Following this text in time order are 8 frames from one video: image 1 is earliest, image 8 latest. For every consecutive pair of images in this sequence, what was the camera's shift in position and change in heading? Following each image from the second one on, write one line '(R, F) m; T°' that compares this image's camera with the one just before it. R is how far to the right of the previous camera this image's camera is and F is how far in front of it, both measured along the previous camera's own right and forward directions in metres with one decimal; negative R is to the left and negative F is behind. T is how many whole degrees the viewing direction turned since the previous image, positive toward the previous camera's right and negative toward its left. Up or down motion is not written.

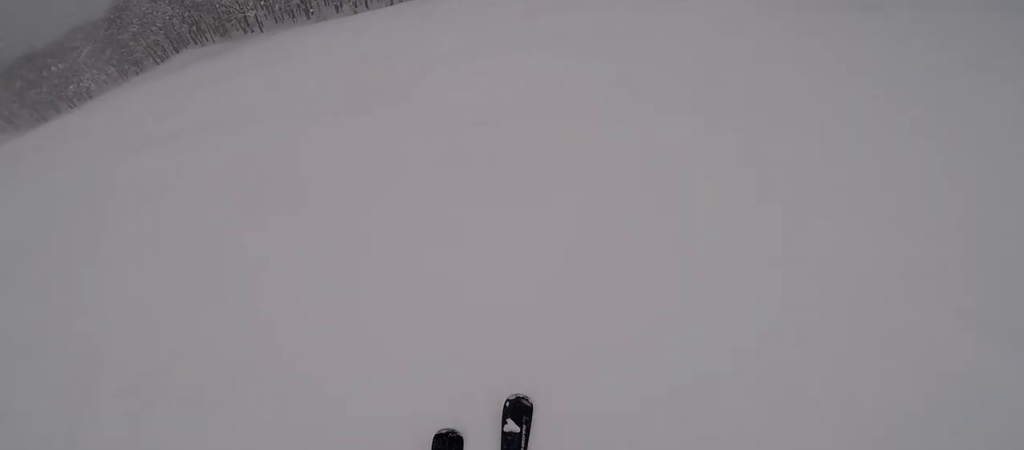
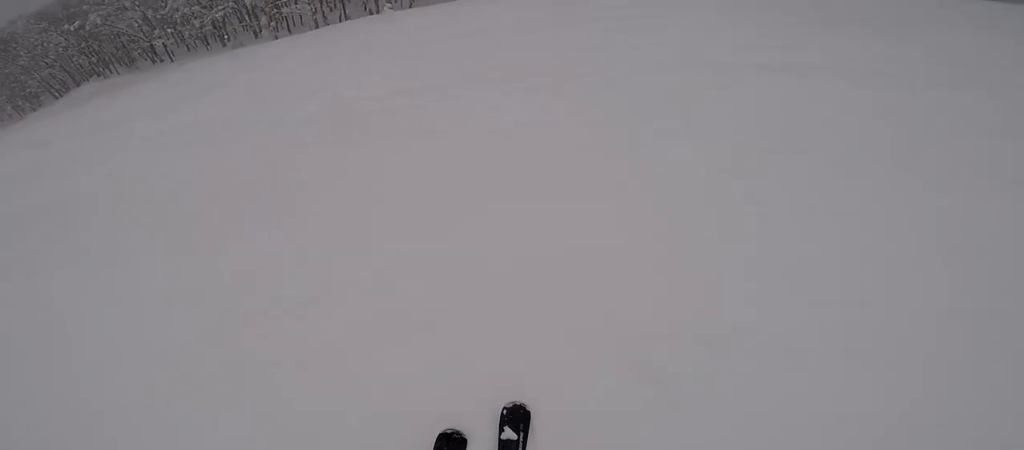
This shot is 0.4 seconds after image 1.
(0.0, +2.4) m; -6°
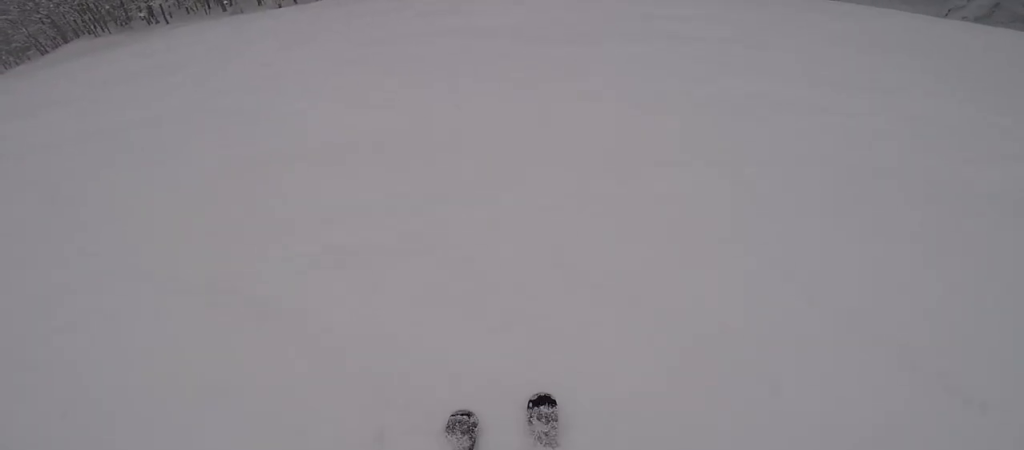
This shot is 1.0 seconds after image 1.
(+0.3, +3.0) m; -9°
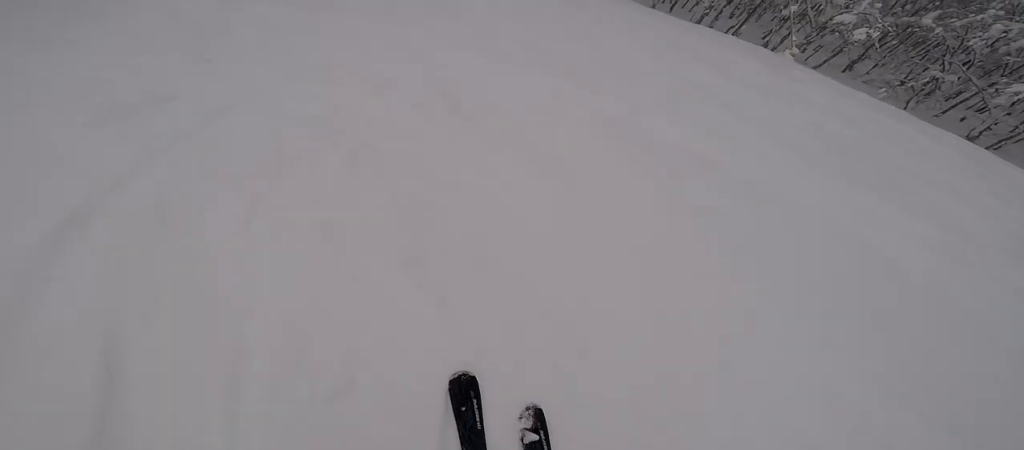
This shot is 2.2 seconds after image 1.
(-2.4, +6.3) m; -42°
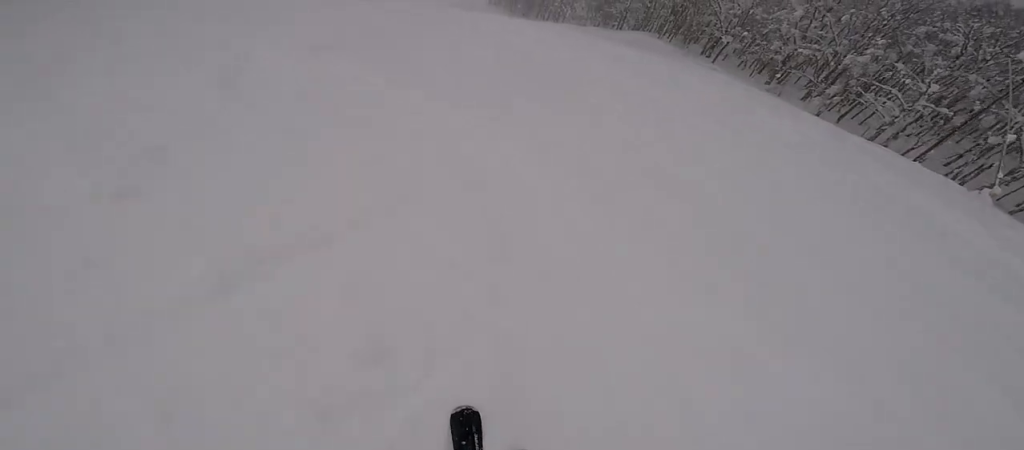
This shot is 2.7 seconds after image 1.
(-0.5, +2.7) m; -16°
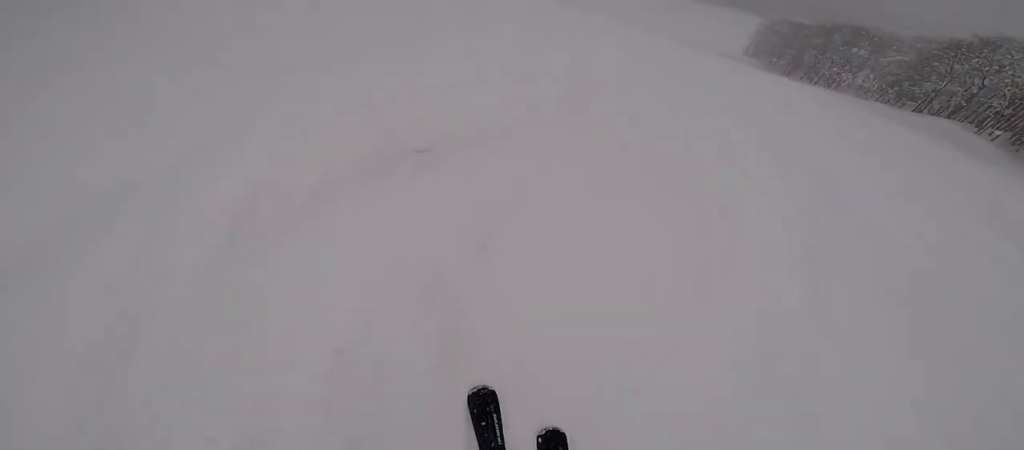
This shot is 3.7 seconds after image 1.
(-1.5, +5.1) m; -27°
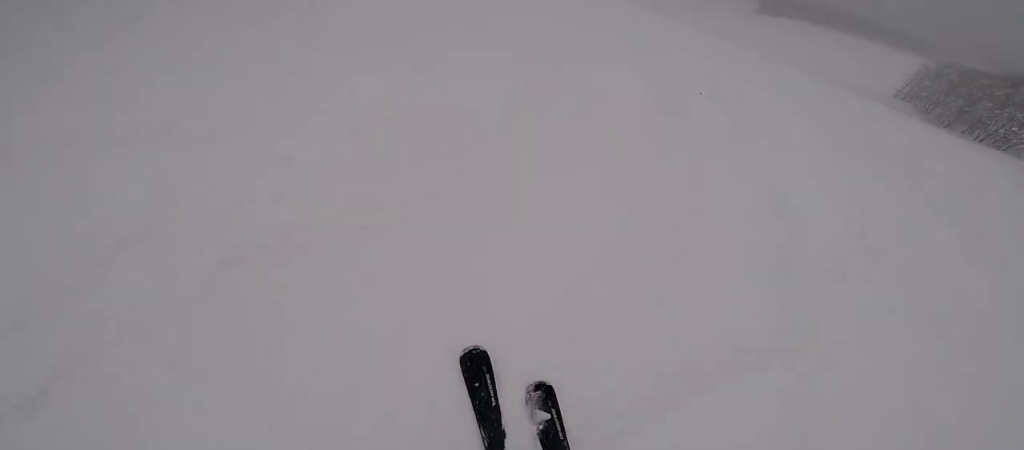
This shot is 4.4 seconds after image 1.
(-0.7, +4.1) m; -14°
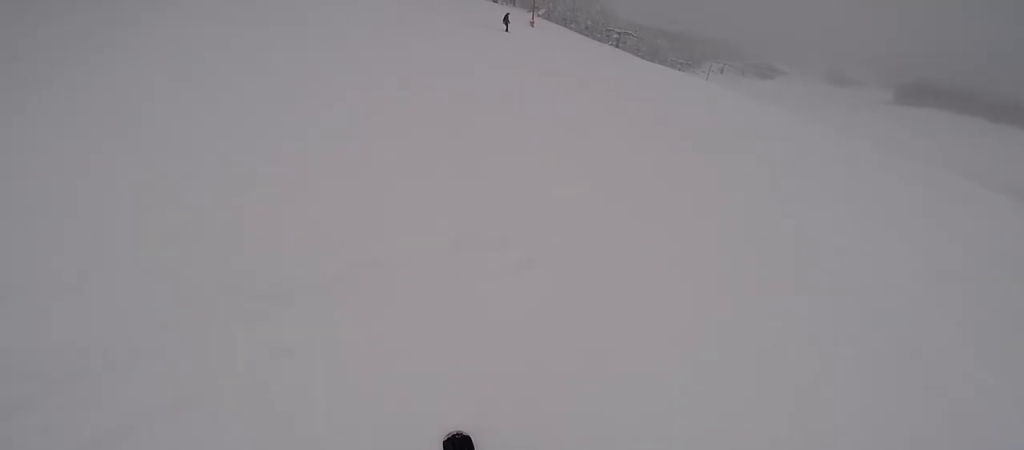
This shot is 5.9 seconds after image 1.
(-1.0, +7.9) m; -7°
